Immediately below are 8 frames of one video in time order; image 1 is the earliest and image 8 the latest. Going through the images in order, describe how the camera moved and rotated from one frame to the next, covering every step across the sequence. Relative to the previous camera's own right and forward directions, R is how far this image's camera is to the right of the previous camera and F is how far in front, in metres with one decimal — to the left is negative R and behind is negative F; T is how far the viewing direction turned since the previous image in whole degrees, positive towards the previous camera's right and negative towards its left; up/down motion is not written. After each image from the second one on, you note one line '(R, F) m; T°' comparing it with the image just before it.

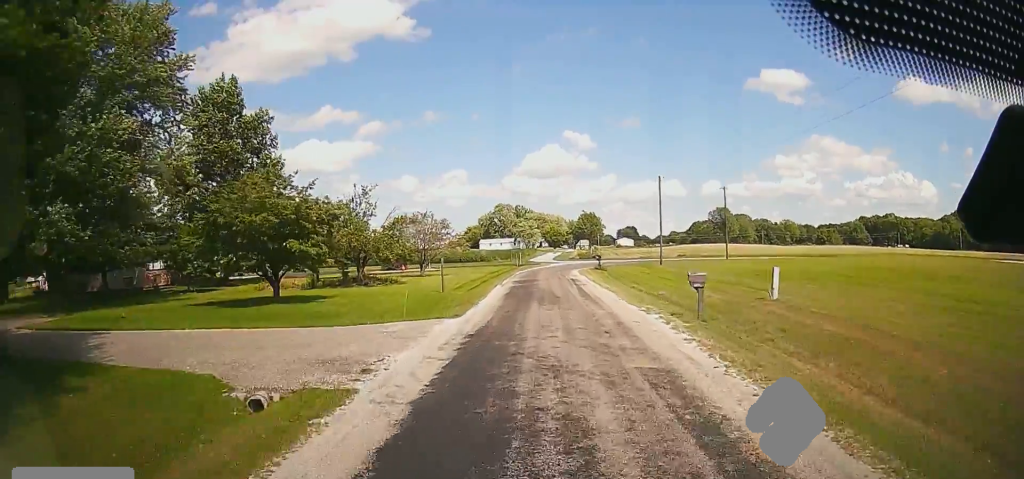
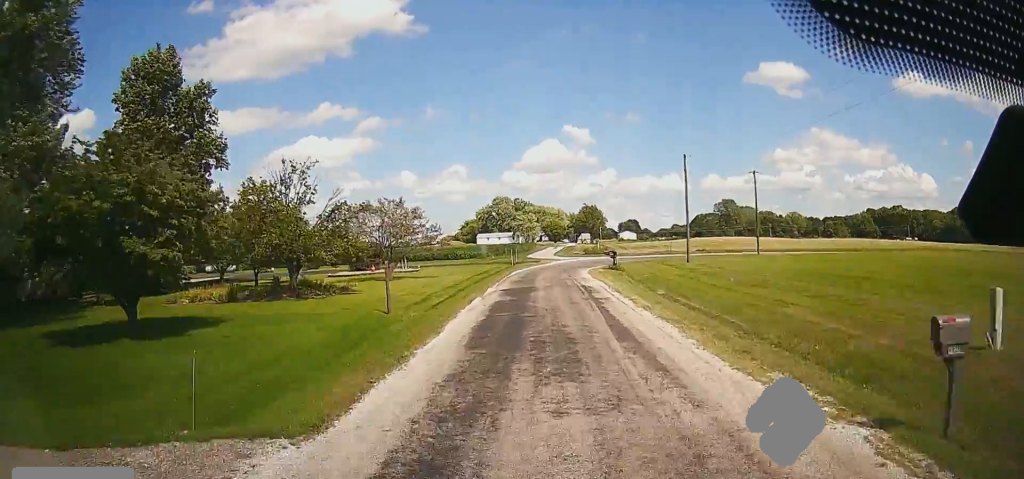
(0.0, +11.3) m; -1°
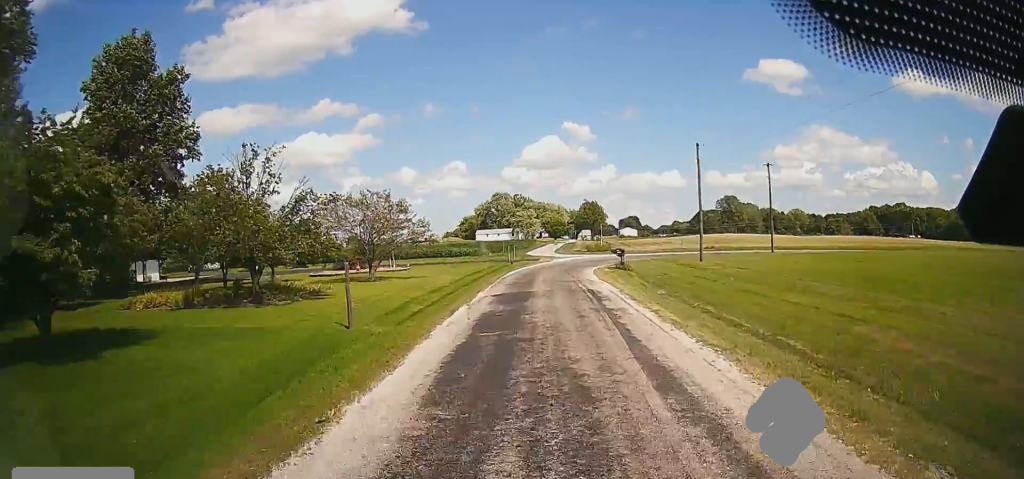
(0.0, +4.2) m; -1°
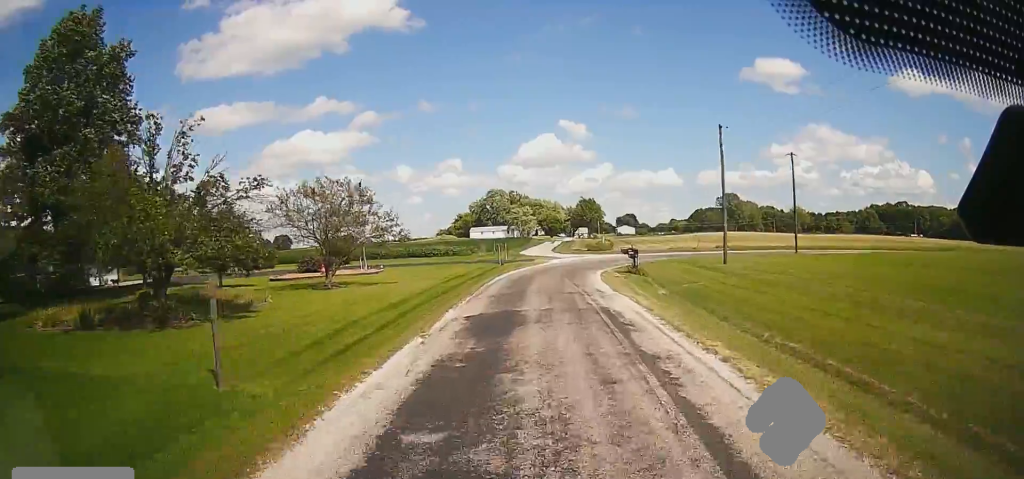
(-0.1, +7.0) m; -1°
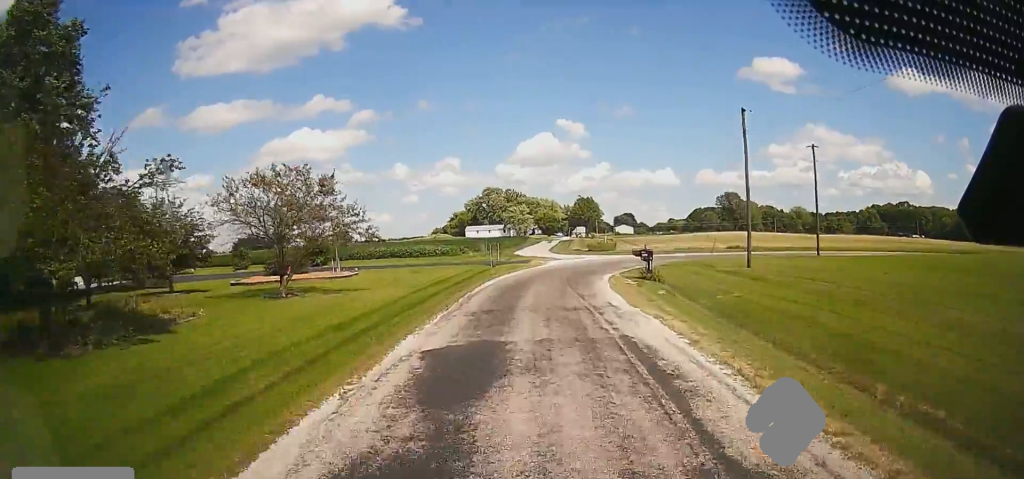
(-0.3, +5.2) m; 0°
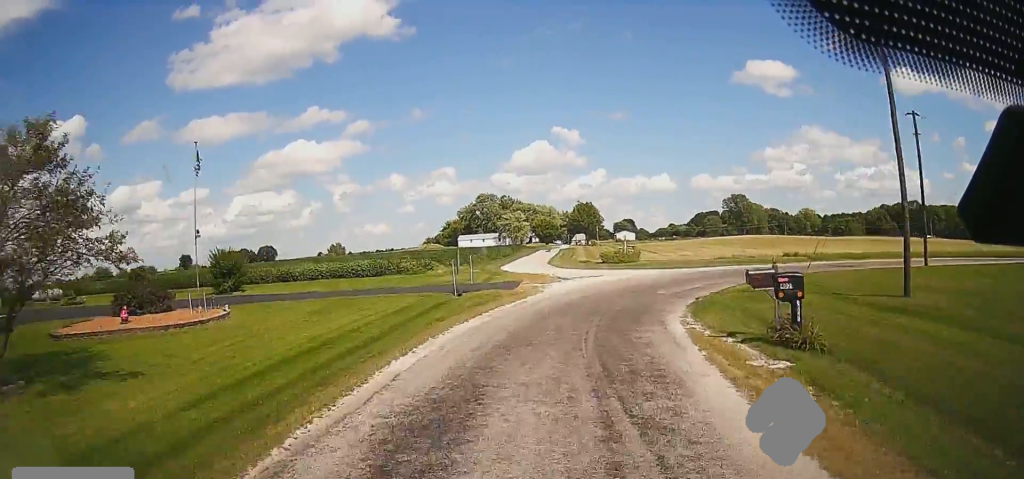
(+0.6, +16.6) m; +3°
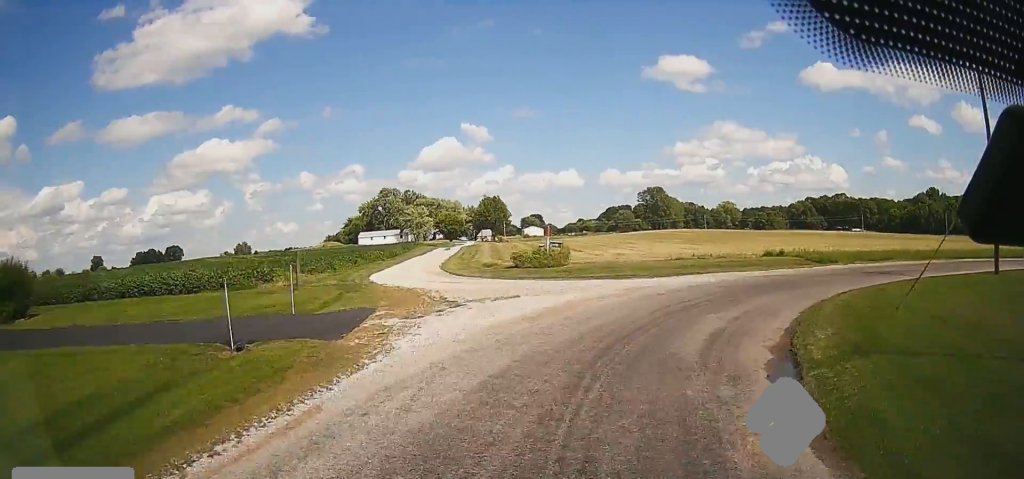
(0.0, +13.9) m; +9°
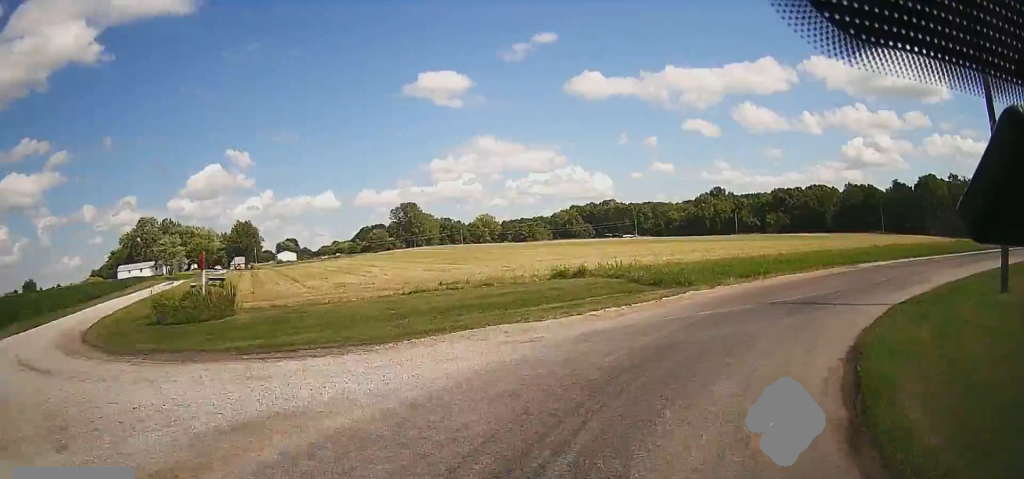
(+2.5, +13.2) m; +14°
